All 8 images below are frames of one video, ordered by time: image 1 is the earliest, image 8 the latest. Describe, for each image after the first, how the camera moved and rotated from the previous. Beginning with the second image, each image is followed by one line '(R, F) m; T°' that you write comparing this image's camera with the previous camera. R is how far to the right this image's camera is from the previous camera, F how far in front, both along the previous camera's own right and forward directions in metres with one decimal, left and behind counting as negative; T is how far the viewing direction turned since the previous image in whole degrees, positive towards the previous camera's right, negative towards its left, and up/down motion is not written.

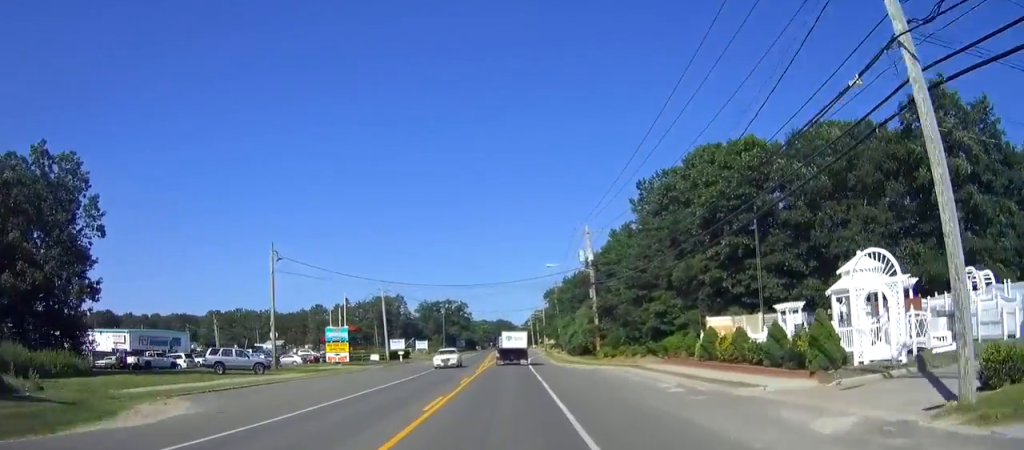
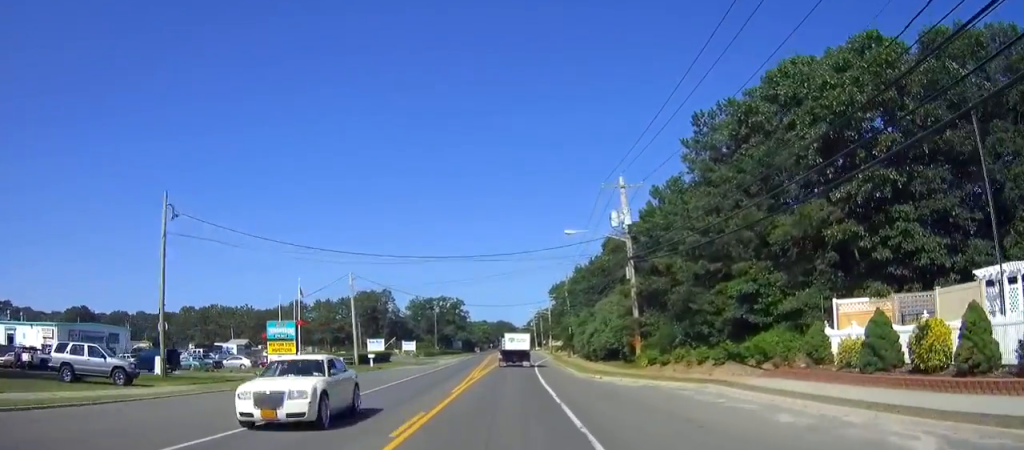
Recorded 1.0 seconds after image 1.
(0.0, +16.9) m; +1°
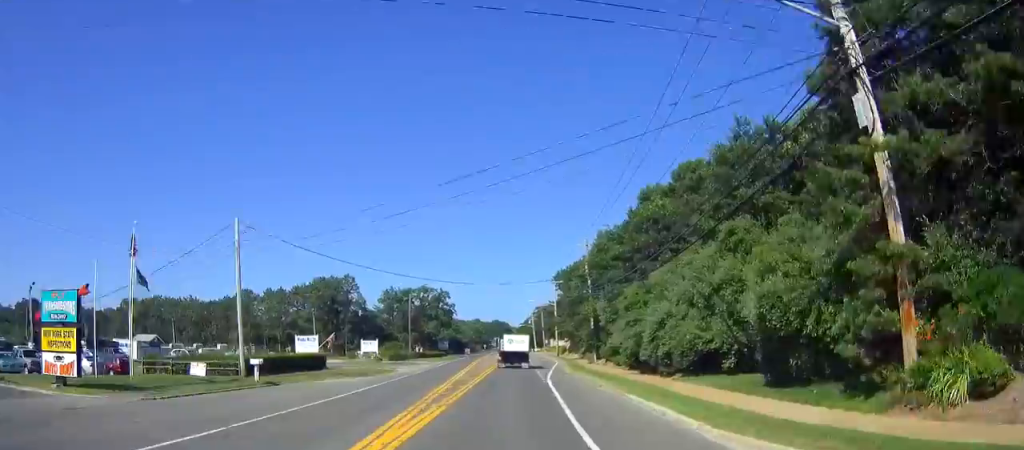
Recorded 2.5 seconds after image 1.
(+0.4, +27.2) m; +1°
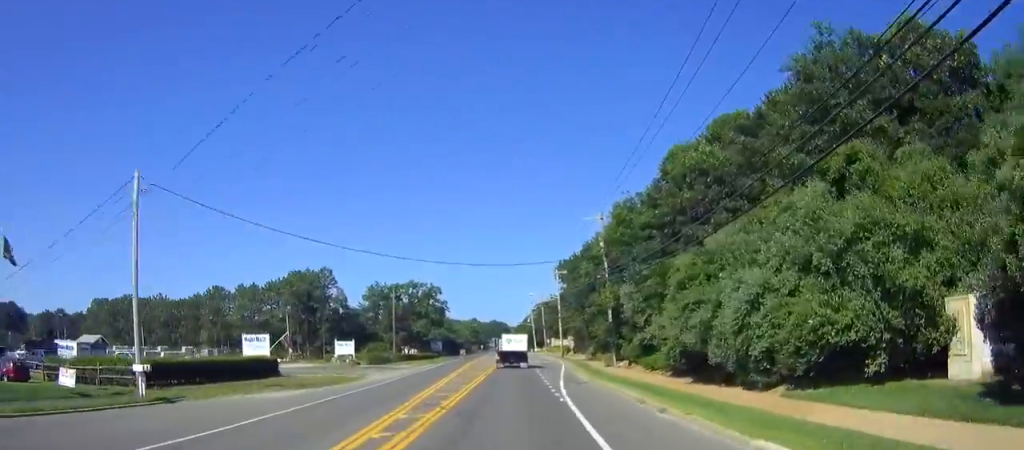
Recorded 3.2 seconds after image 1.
(0.0, +11.6) m; 0°
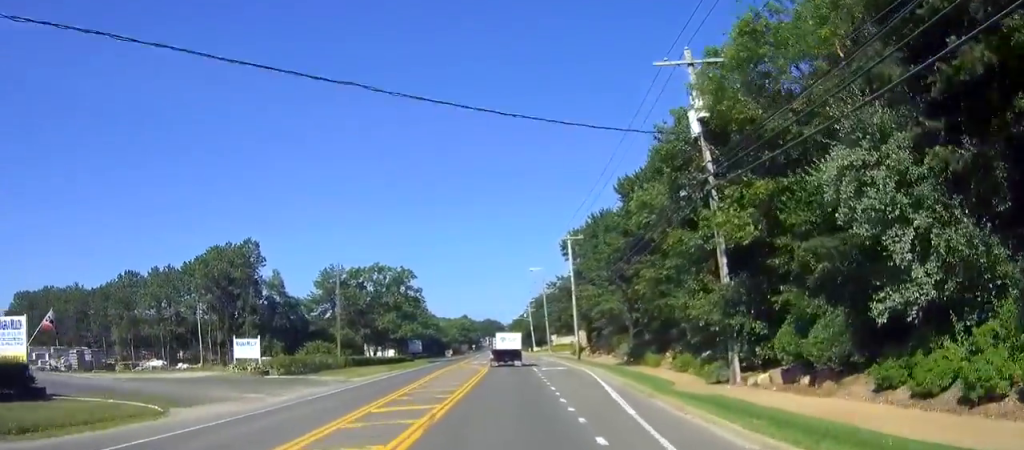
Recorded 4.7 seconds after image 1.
(0.0, +26.1) m; 0°
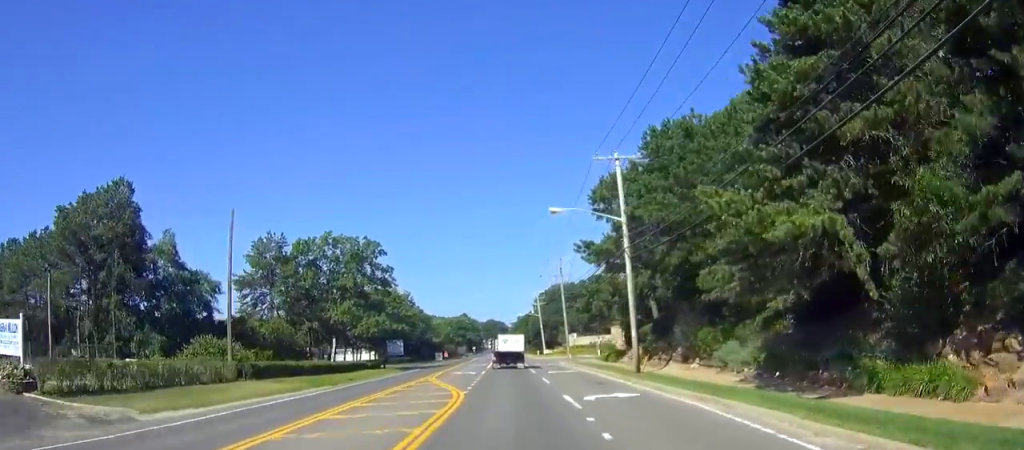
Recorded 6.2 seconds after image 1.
(-0.3, +25.7) m; -2°
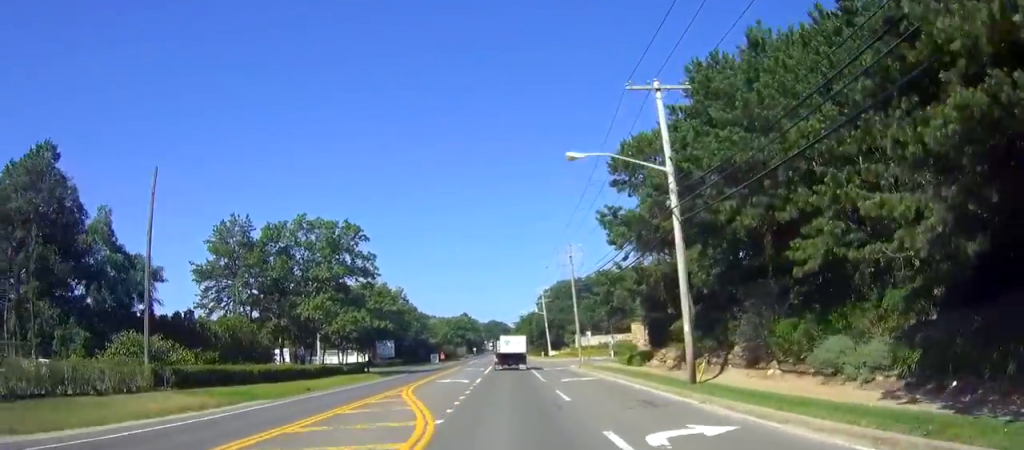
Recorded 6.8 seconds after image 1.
(0.0, +9.7) m; 0°
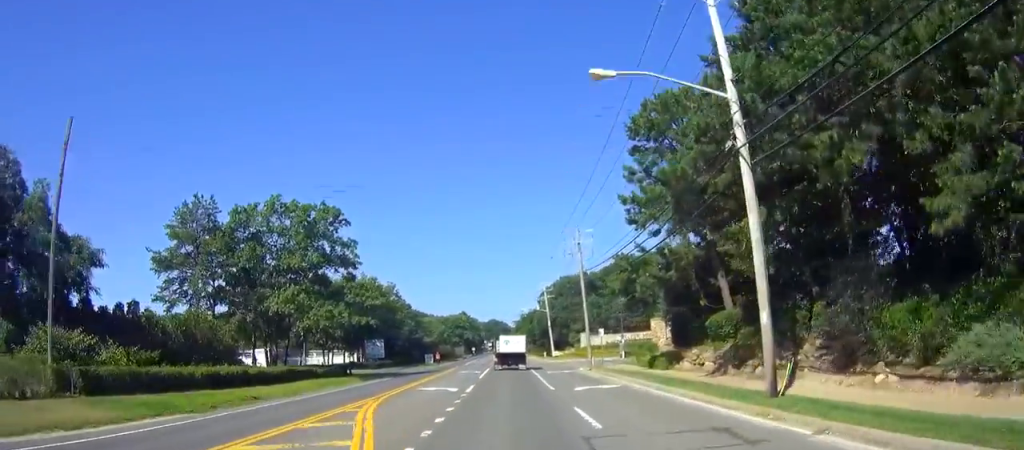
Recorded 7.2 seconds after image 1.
(0.0, +7.4) m; 0°
